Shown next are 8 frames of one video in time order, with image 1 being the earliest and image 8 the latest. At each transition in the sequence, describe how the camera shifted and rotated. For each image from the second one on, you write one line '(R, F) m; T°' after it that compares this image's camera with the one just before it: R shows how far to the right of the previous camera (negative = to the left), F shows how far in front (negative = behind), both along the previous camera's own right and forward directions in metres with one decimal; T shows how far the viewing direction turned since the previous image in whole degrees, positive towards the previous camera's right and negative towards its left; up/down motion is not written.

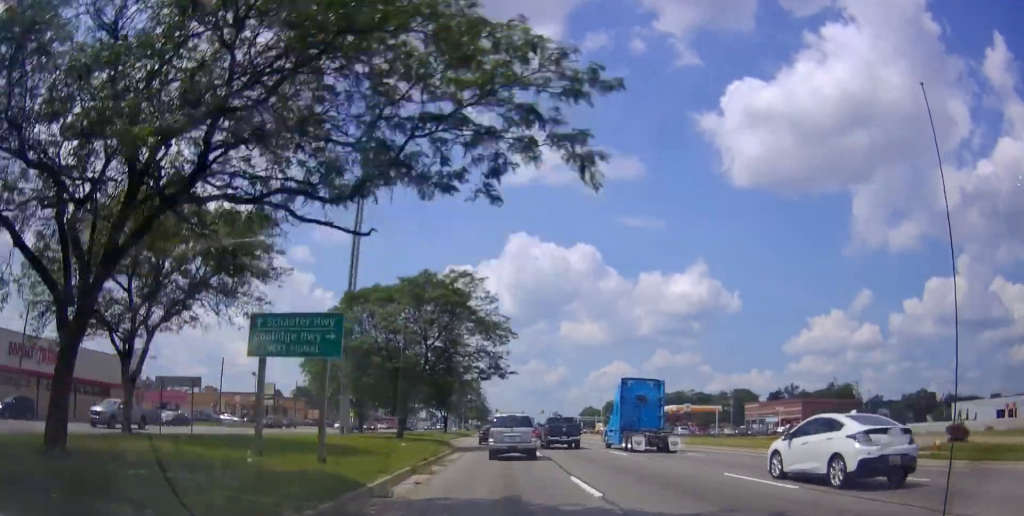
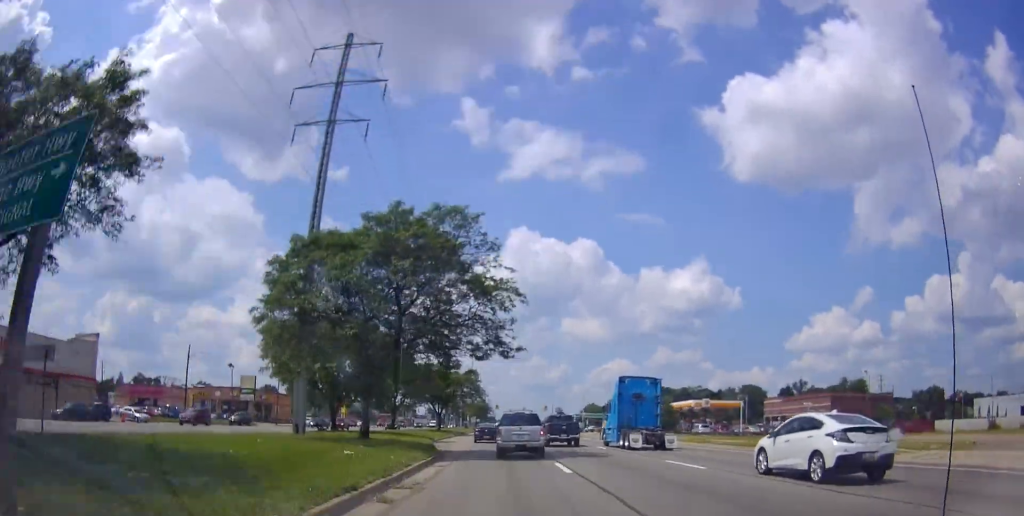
(-0.1, +10.0) m; 0°
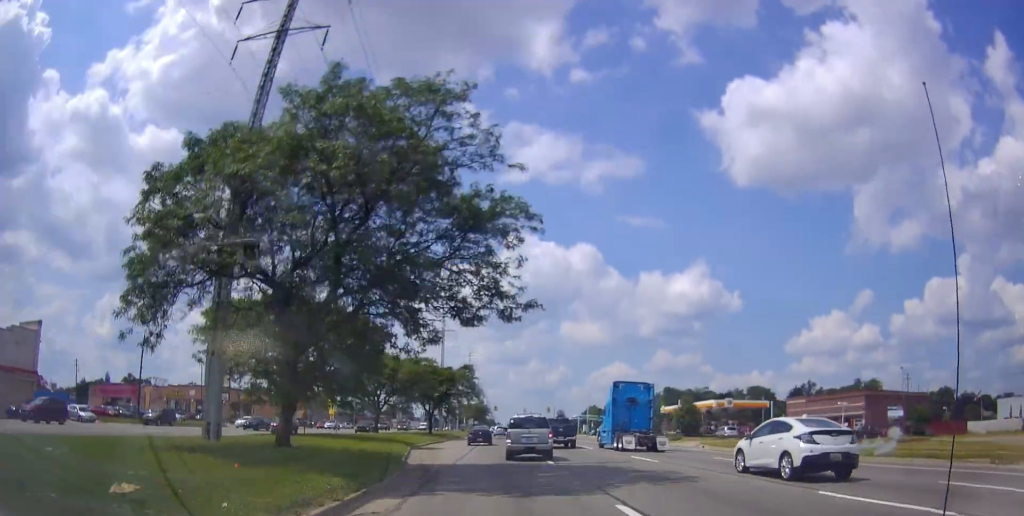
(-0.1, +11.0) m; +1°
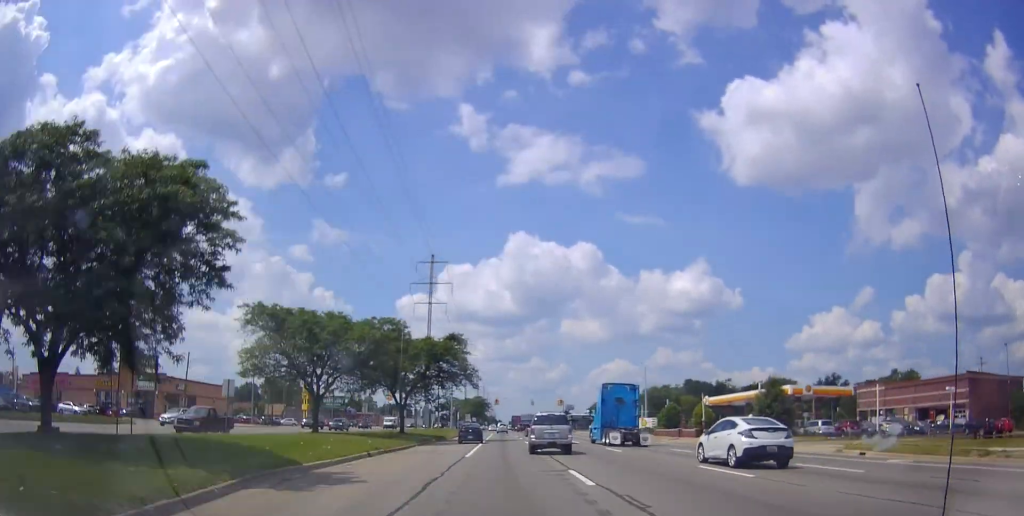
(+0.4, +24.6) m; 0°
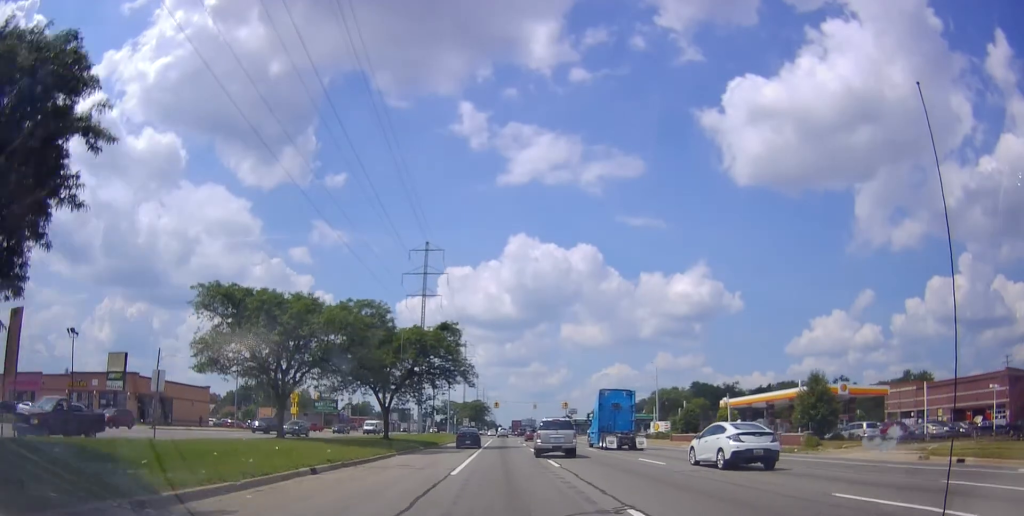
(-0.2, +7.6) m; -1°
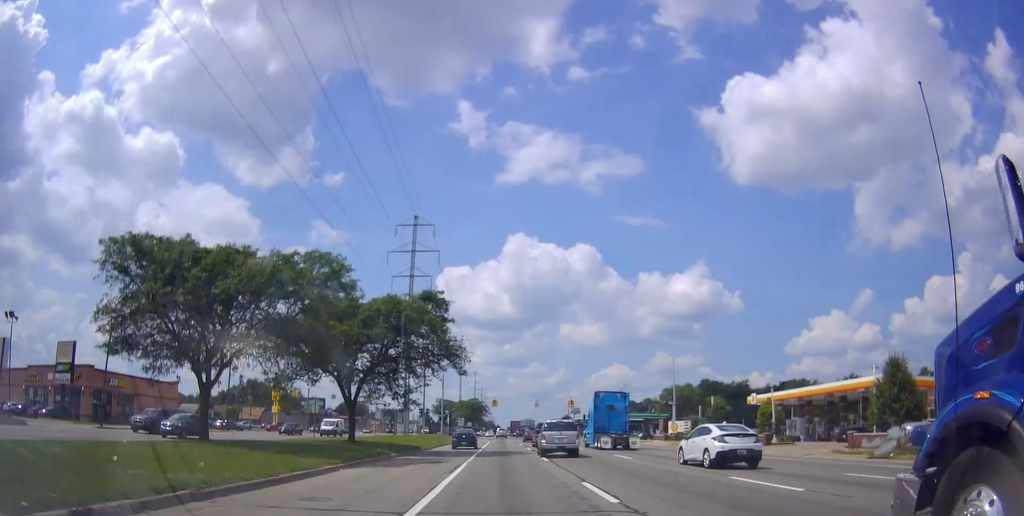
(-0.1, +10.2) m; 0°
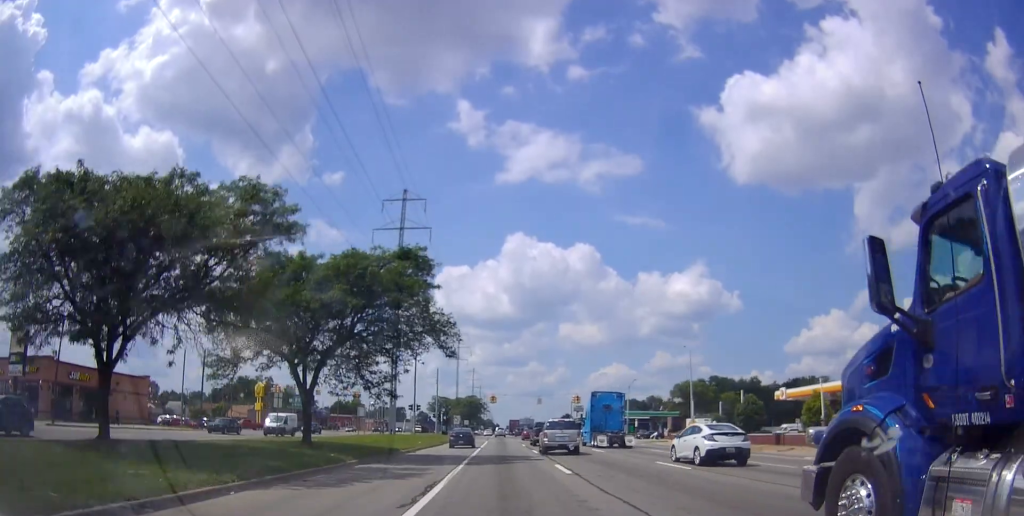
(-0.1, +8.0) m; +1°
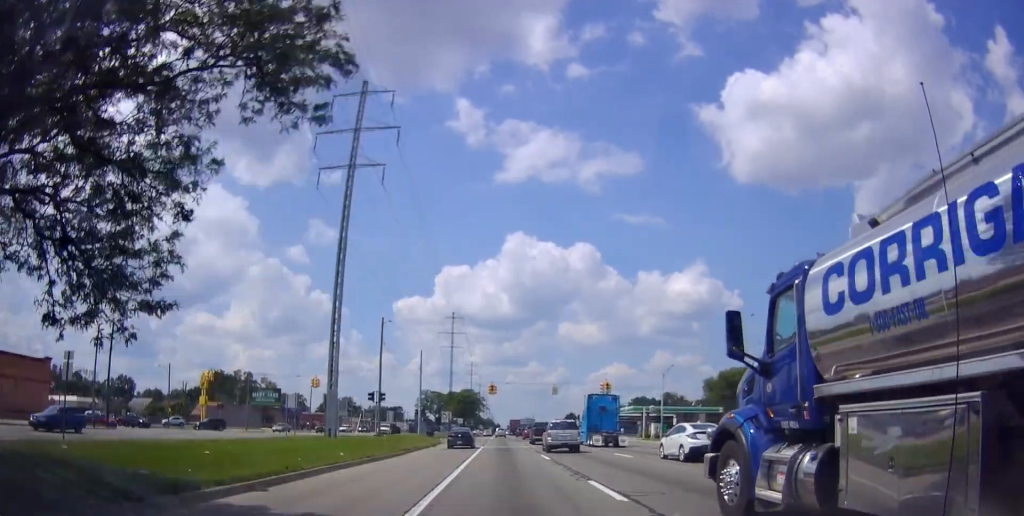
(+0.4, +21.3) m; 0°
